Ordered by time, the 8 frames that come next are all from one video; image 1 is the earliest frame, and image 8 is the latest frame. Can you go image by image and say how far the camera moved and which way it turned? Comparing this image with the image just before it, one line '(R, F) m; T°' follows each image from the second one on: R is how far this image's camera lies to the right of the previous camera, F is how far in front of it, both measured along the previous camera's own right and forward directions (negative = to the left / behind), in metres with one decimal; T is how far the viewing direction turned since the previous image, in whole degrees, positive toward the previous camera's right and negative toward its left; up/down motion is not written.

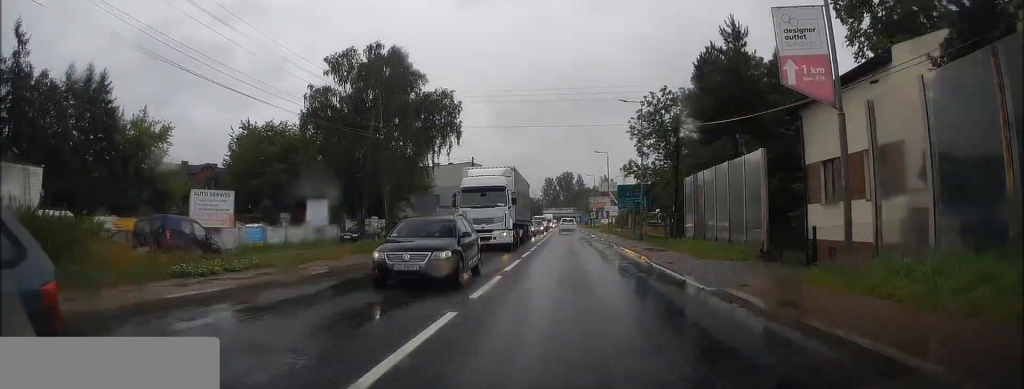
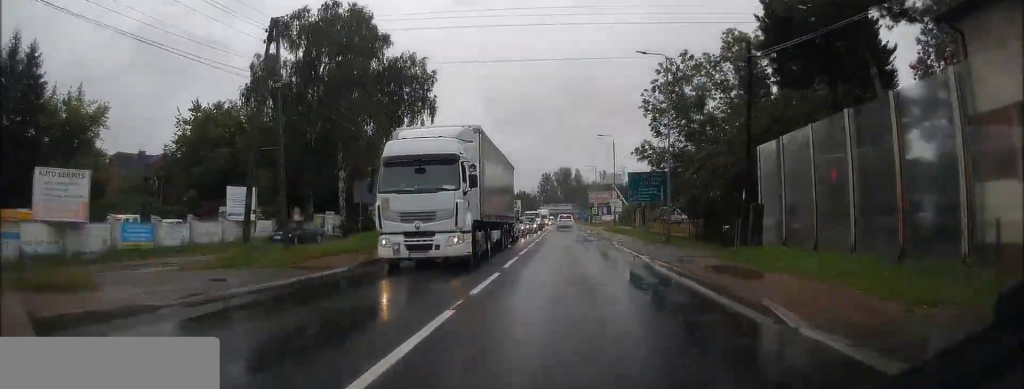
(-0.1, +11.5) m; 0°
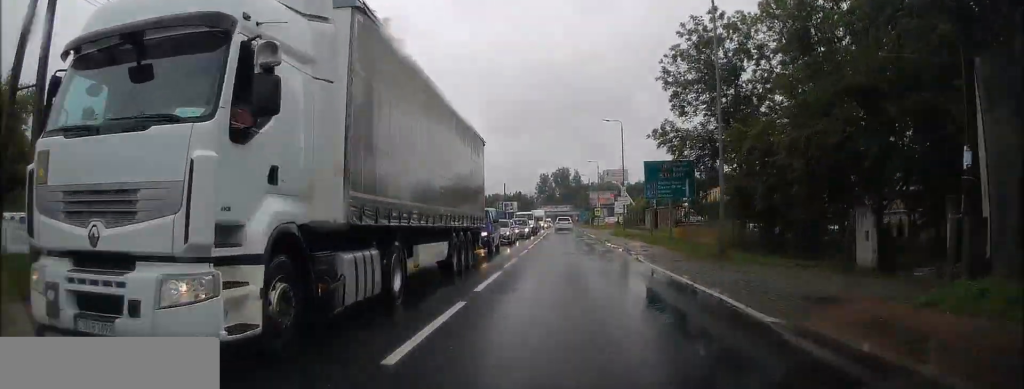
(+0.1, +10.4) m; 0°
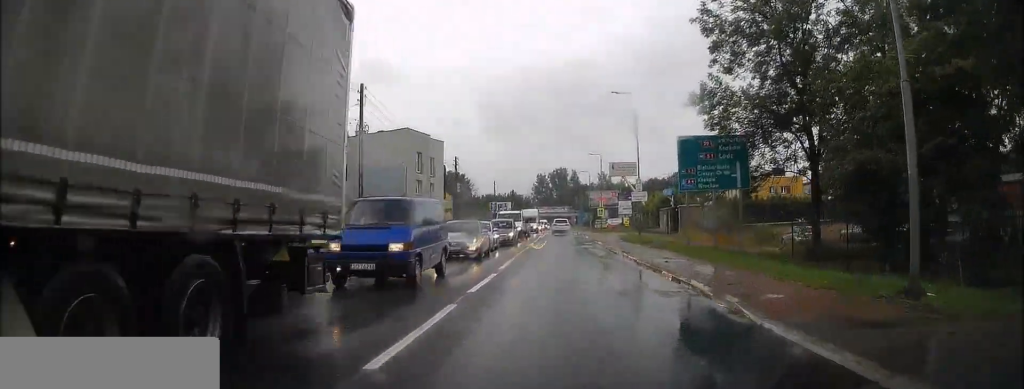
(-0.2, +11.8) m; 0°
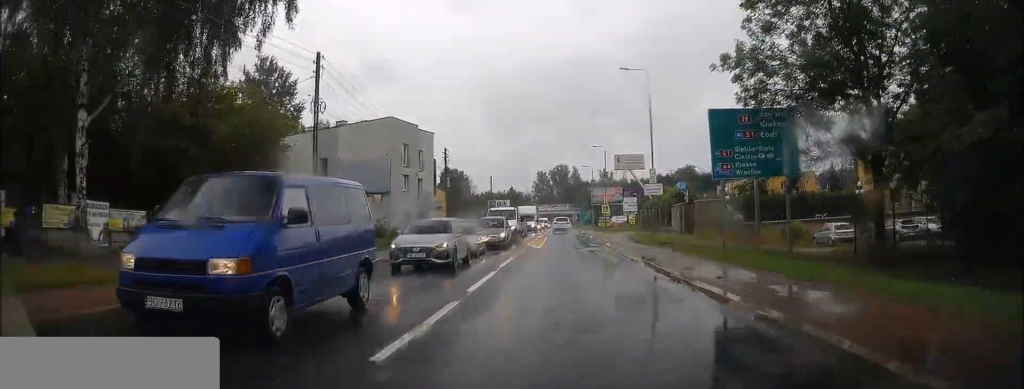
(0.0, +5.7) m; 0°
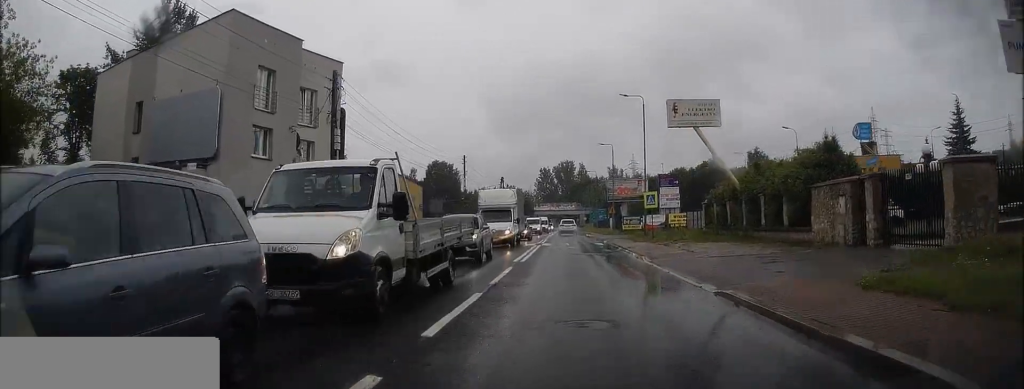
(-0.2, +28.3) m; 0°
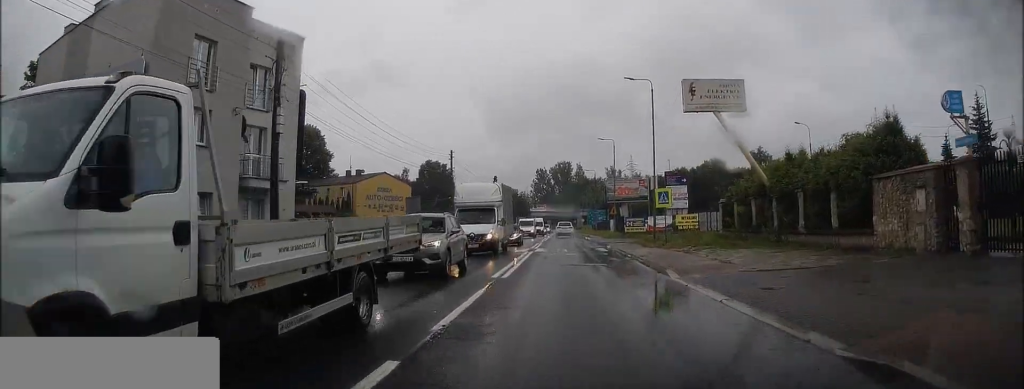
(0.0, +5.3) m; 0°
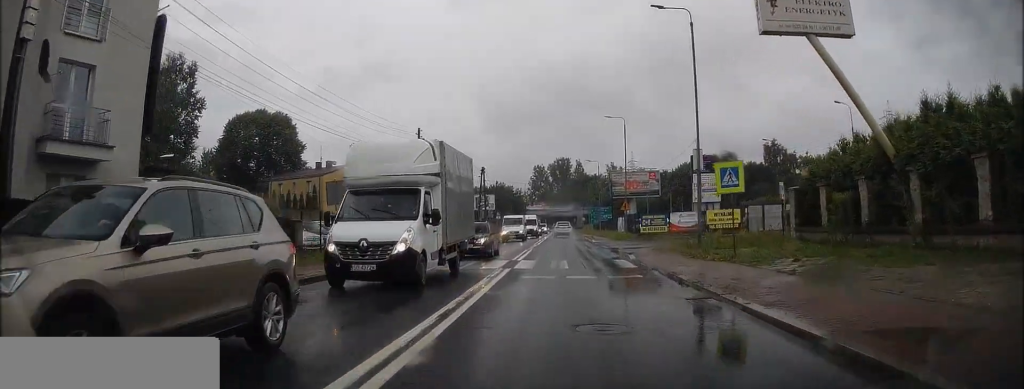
(0.0, +11.8) m; 0°
